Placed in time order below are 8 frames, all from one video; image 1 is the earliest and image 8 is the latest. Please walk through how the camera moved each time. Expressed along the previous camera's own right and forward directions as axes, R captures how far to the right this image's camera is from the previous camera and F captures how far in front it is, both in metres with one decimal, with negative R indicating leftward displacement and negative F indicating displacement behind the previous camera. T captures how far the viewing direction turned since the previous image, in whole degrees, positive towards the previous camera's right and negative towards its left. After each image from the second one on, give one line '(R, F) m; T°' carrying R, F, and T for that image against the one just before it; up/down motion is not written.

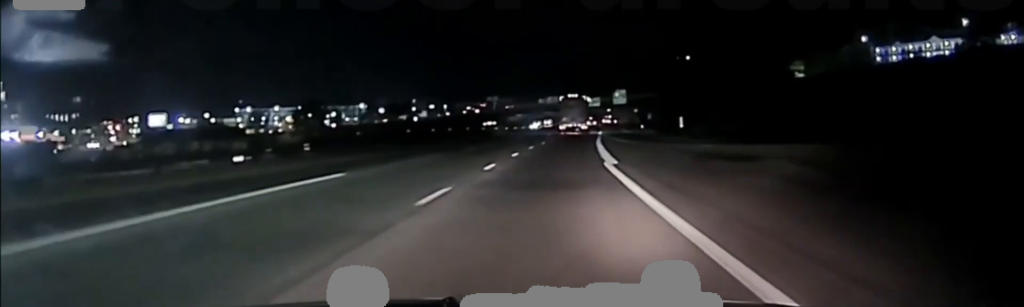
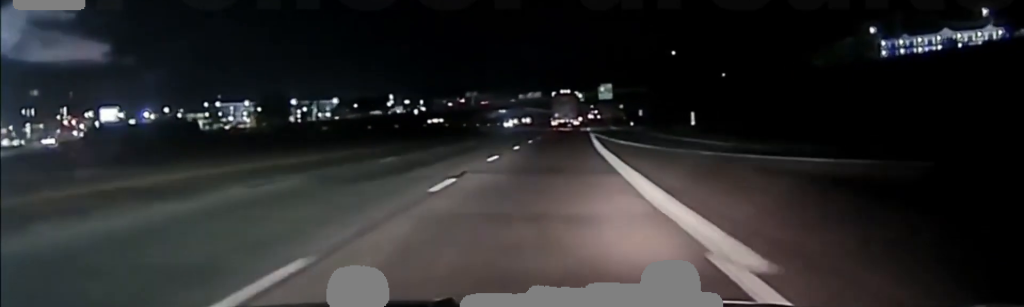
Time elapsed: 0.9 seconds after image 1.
(+0.2, +26.0) m; +1°
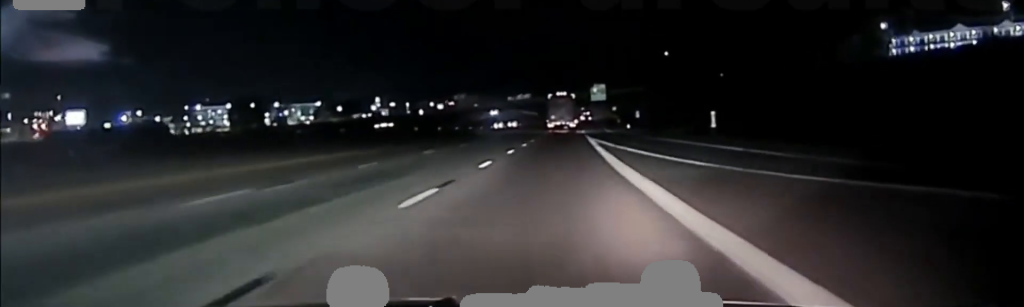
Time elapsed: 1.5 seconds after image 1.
(0.0, +18.3) m; +1°
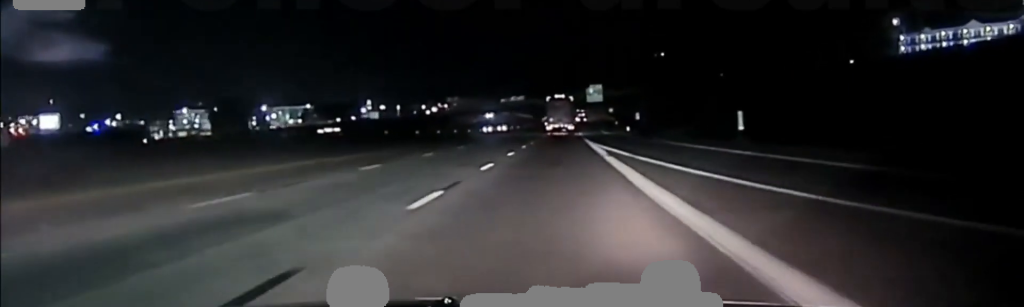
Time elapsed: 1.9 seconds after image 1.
(+0.2, +13.3) m; +1°
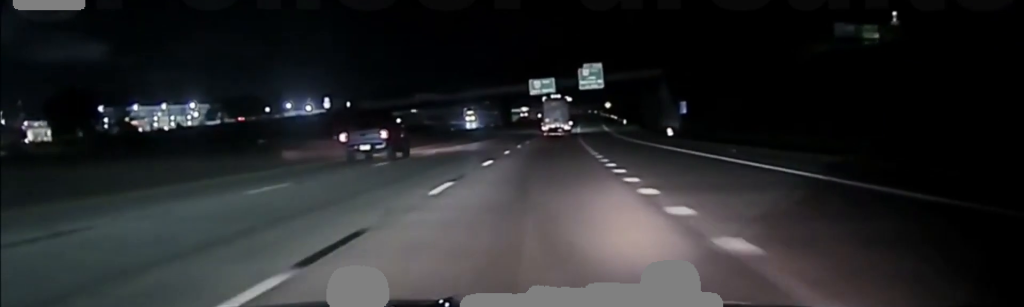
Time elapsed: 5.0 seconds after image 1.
(+1.7, +82.1) m; +2°
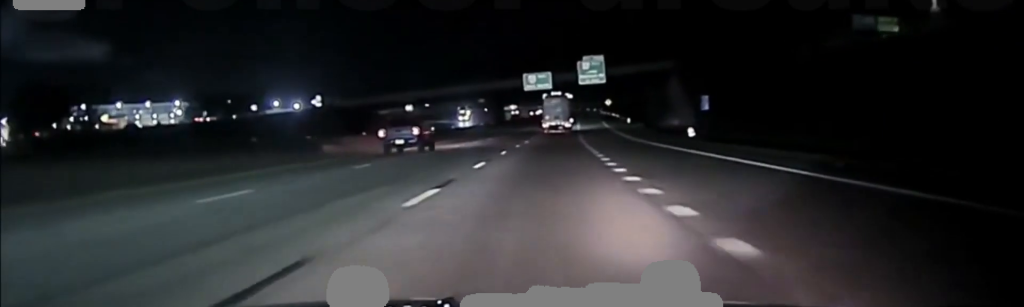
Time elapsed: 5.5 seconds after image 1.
(0.0, +13.2) m; 0°
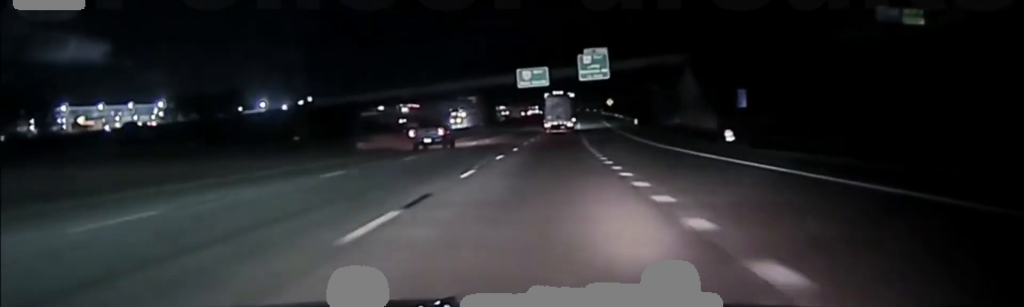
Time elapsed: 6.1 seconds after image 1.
(+0.1, +13.4) m; 0°
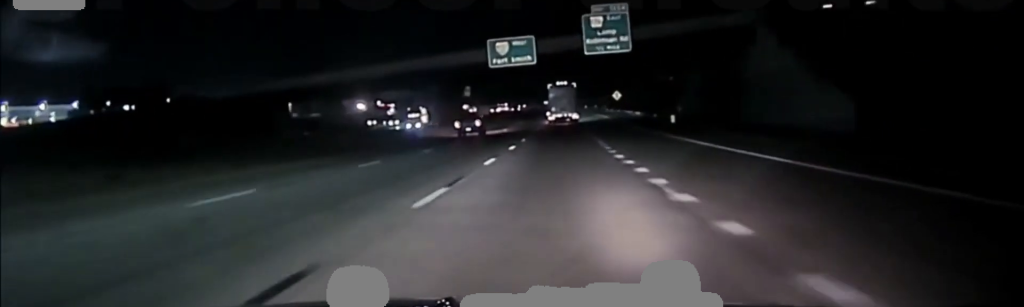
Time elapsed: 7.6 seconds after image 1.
(+0.2, +43.0) m; +1°
